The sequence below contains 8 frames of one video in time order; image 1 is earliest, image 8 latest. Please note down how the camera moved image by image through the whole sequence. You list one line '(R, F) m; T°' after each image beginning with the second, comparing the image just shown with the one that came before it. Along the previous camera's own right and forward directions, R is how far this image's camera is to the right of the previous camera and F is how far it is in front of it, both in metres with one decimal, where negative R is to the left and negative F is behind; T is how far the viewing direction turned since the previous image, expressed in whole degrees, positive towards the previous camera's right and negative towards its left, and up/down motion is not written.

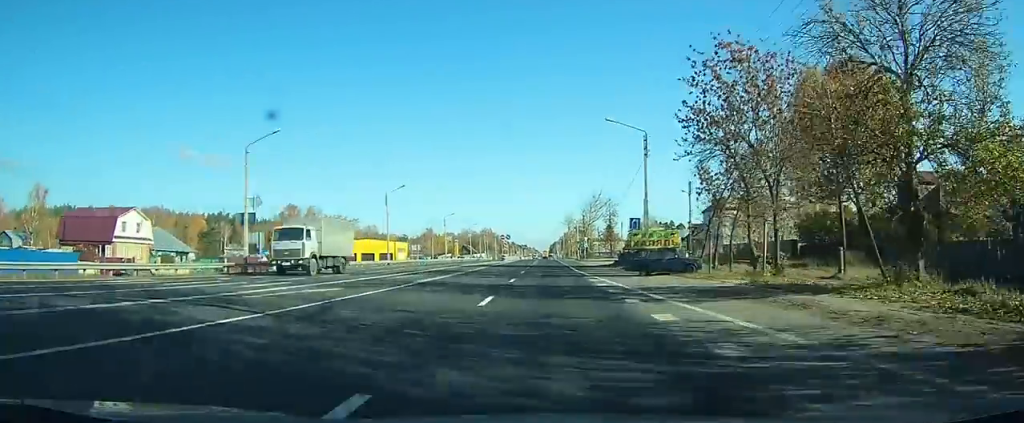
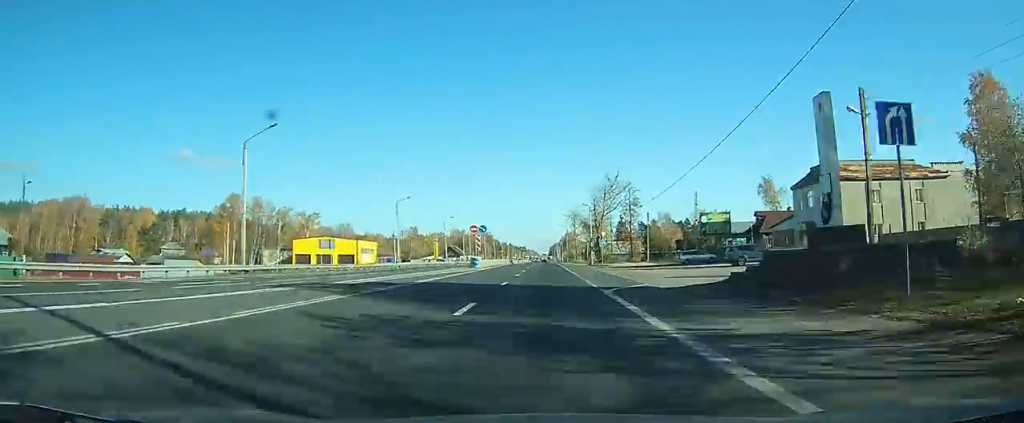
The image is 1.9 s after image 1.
(0.0, +36.2) m; 0°
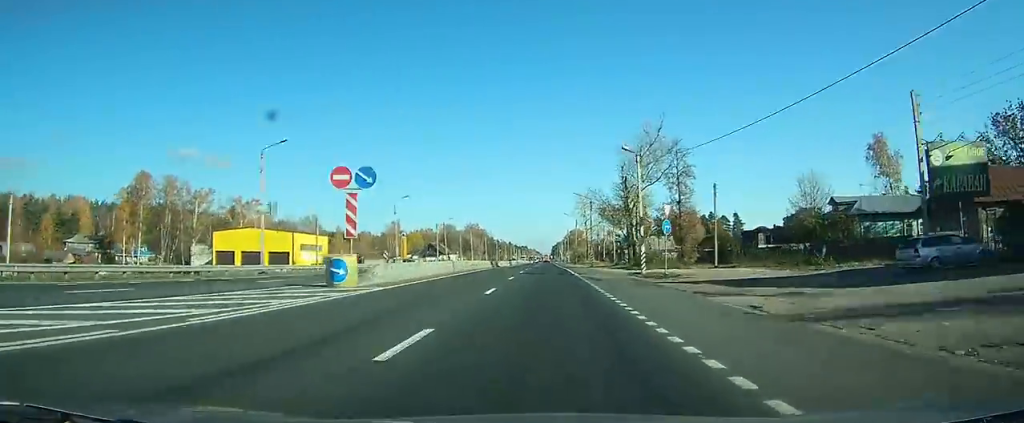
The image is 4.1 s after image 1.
(0.0, +41.6) m; 0°
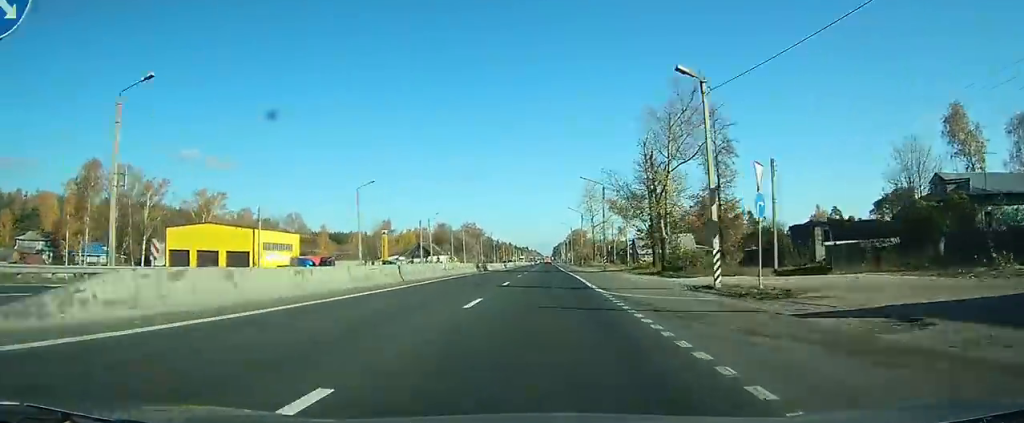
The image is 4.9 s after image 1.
(0.0, +17.4) m; 0°
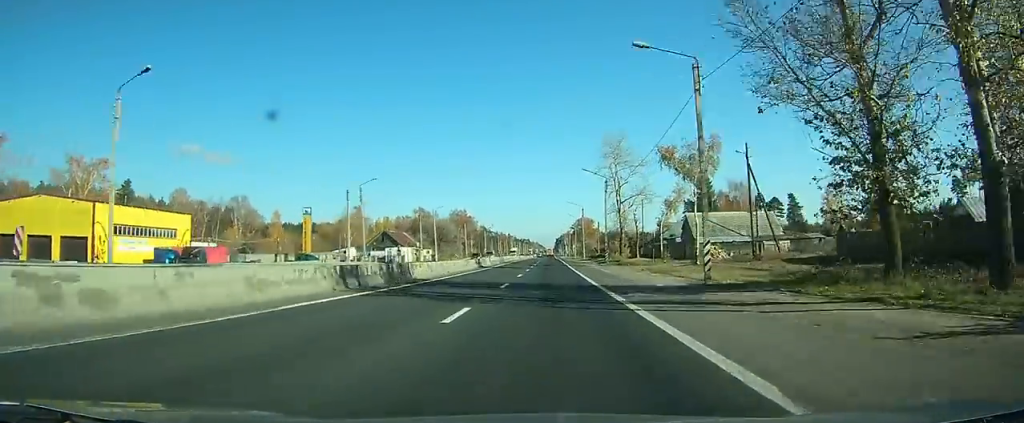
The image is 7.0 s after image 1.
(0.0, +41.2) m; 0°
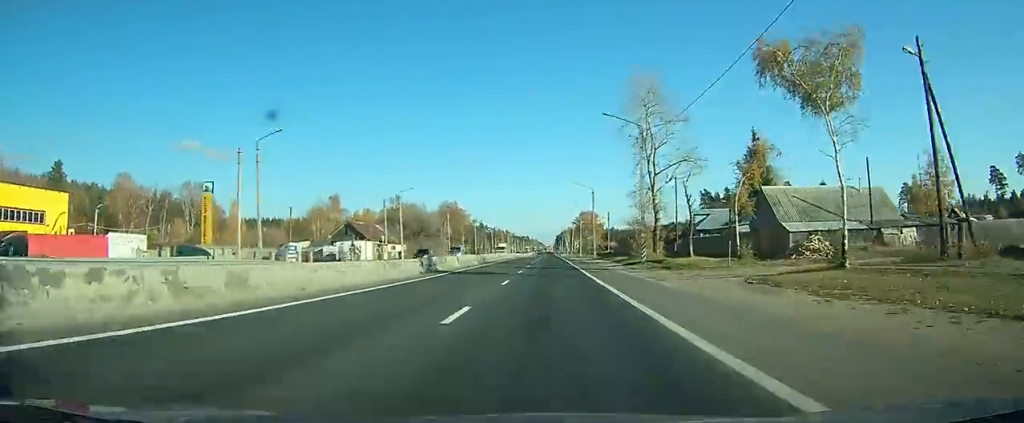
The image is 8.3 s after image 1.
(0.0, +24.5) m; 0°
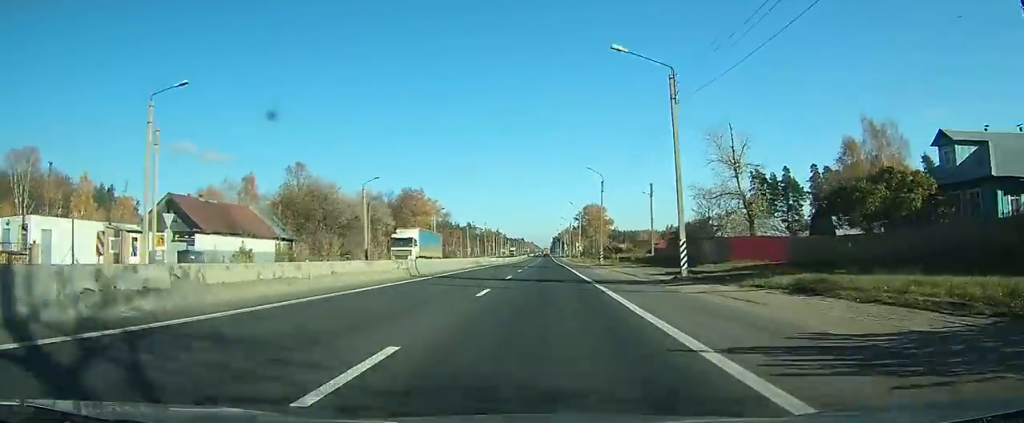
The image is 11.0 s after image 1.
(-0.2, +51.9) m; 0°
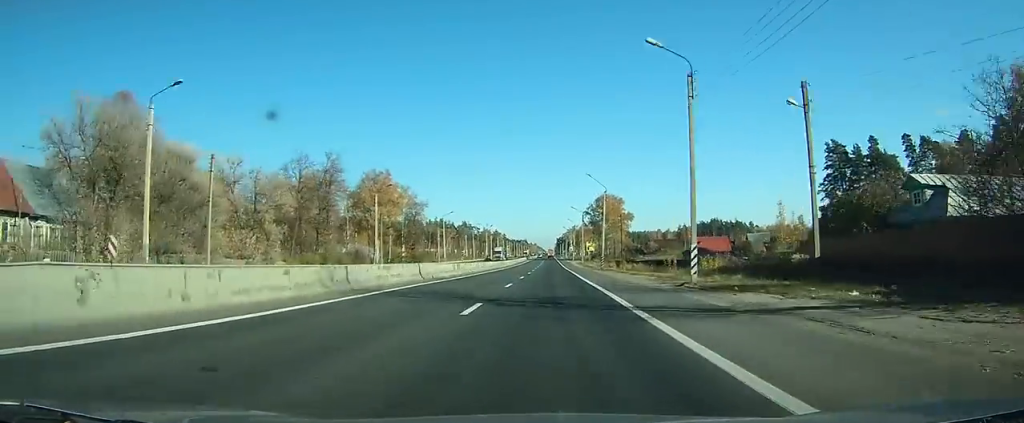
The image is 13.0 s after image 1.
(0.0, +38.8) m; 0°
